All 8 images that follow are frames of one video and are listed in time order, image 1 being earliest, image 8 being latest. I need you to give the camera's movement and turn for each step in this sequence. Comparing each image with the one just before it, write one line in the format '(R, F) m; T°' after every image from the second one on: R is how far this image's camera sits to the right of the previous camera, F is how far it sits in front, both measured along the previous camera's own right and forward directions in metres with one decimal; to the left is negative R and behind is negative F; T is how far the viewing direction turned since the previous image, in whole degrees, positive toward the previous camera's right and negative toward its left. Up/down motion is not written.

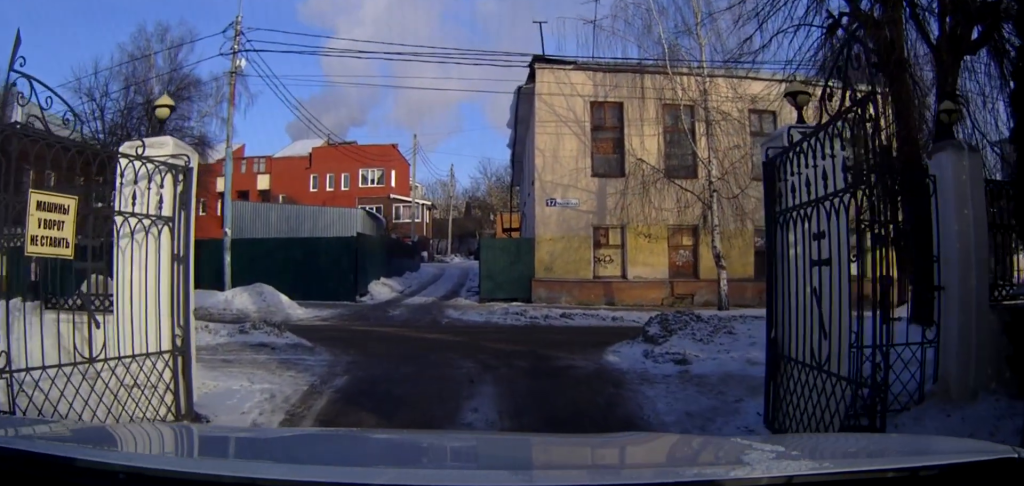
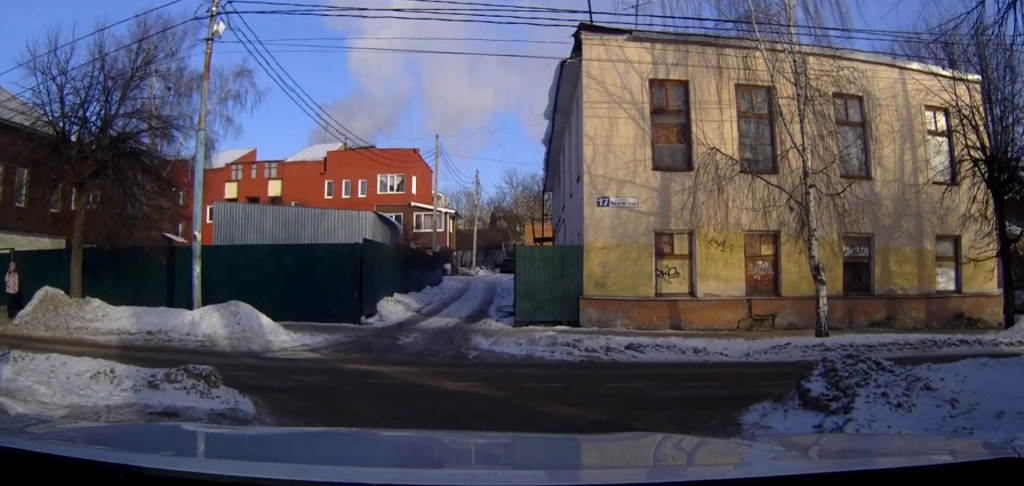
(-0.2, +4.5) m; -3°
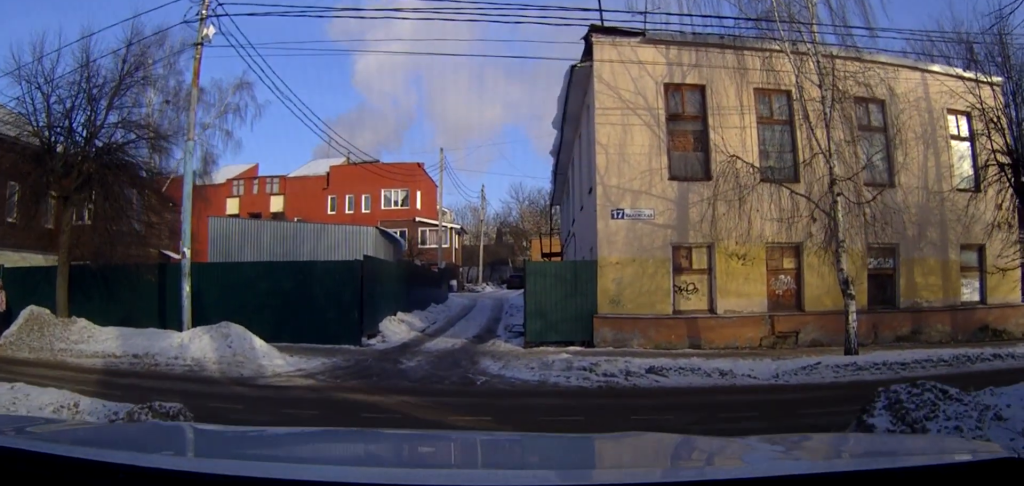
(0.0, +1.2) m; -1°
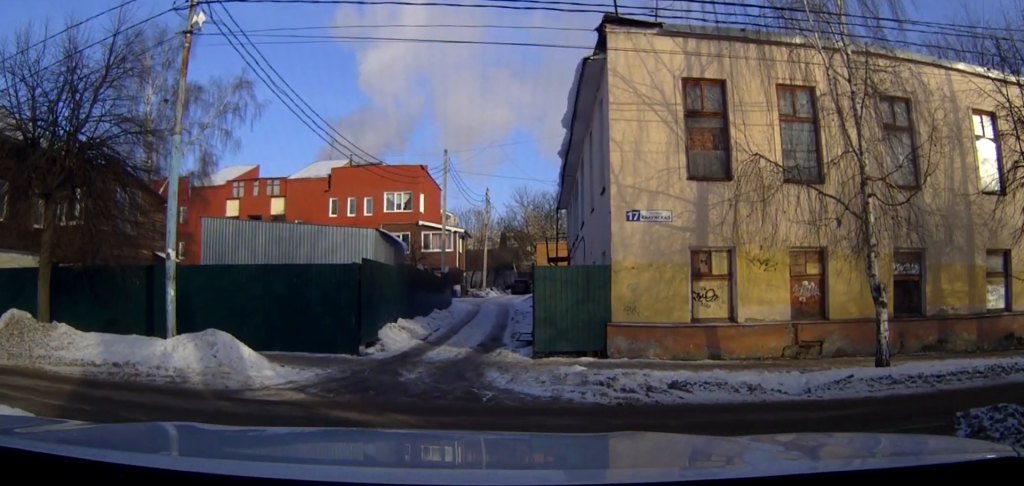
(0.0, +1.2) m; +4°
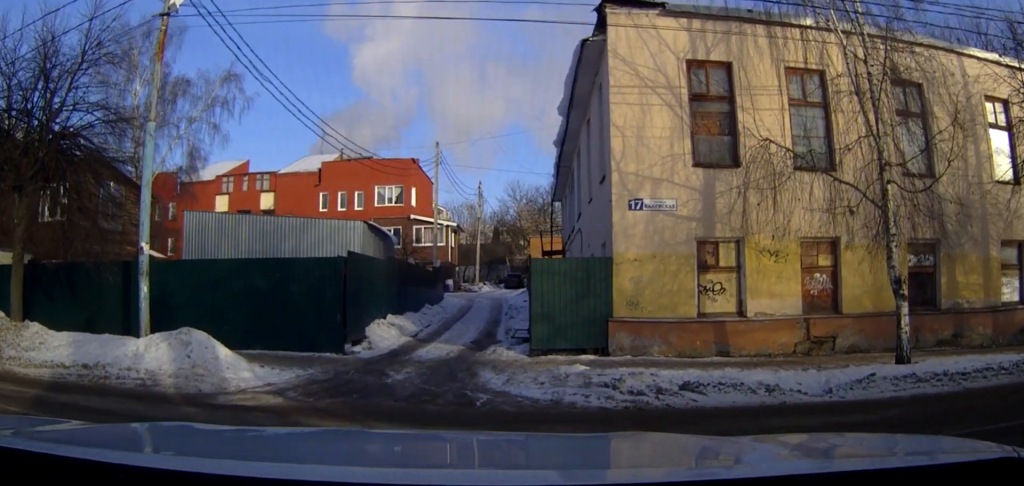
(0.0, +1.0) m; +4°
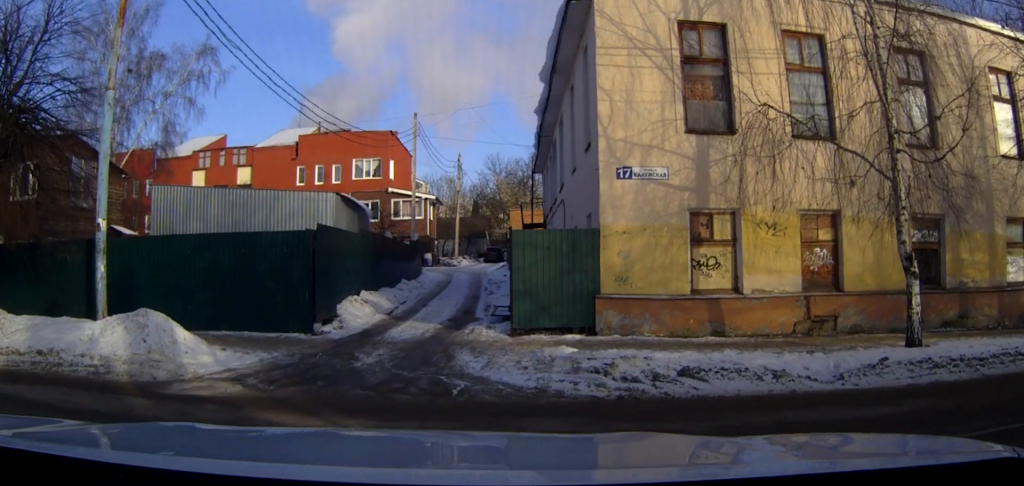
(+0.2, +0.9) m; 0°
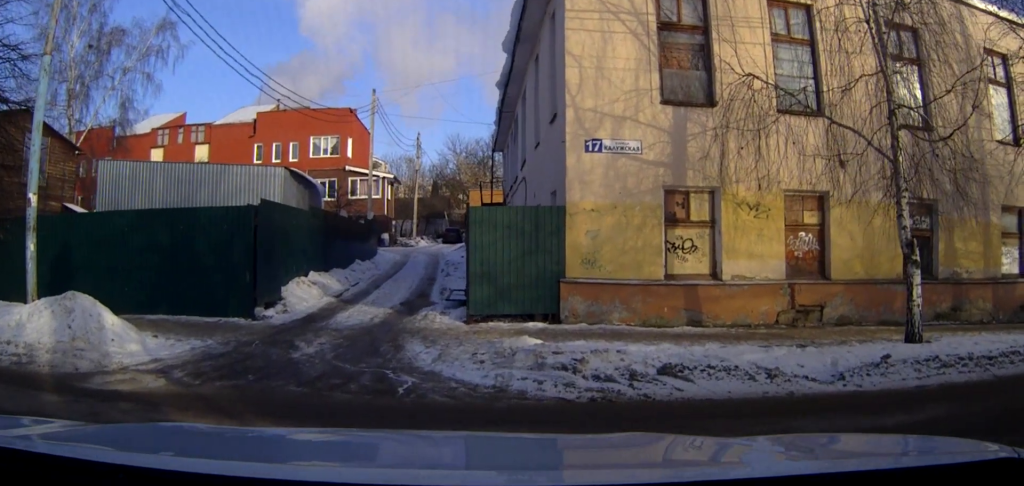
(+0.2, +1.1) m; 0°
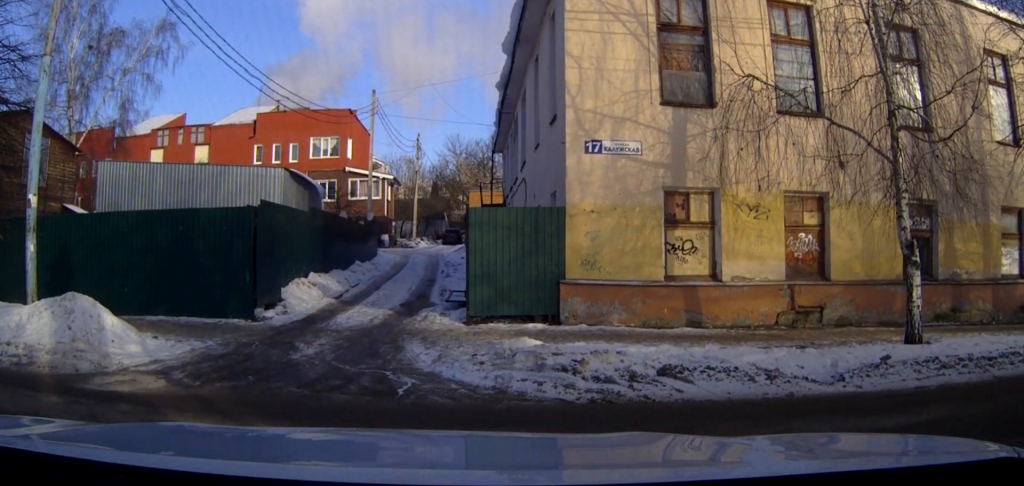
(0.0, 0.0) m; 0°
